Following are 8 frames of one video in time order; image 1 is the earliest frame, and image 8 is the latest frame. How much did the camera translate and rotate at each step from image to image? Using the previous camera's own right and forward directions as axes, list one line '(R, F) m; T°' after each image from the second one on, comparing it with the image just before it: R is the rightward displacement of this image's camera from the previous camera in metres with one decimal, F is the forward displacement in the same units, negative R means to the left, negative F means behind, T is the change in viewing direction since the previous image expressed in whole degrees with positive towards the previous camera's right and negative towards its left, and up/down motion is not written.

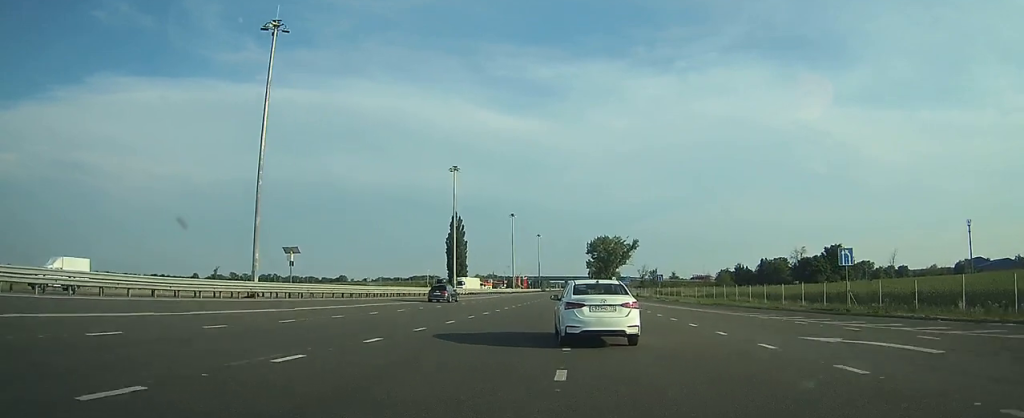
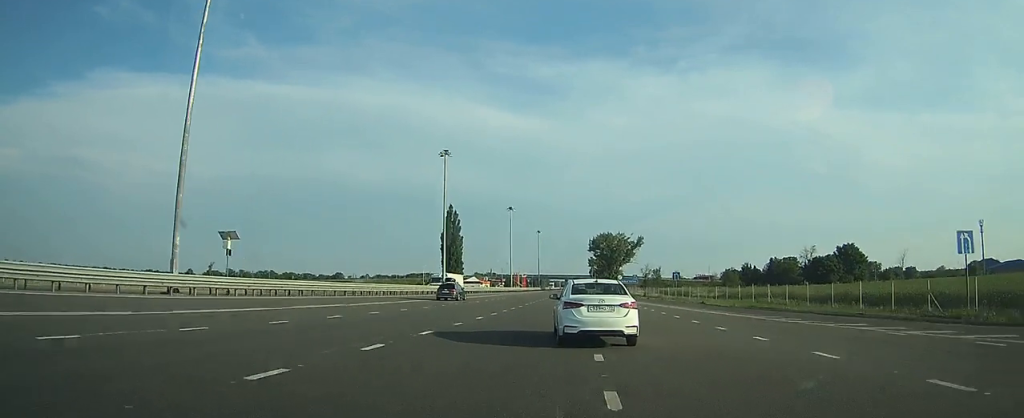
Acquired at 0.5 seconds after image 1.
(-0.2, +9.8) m; -1°
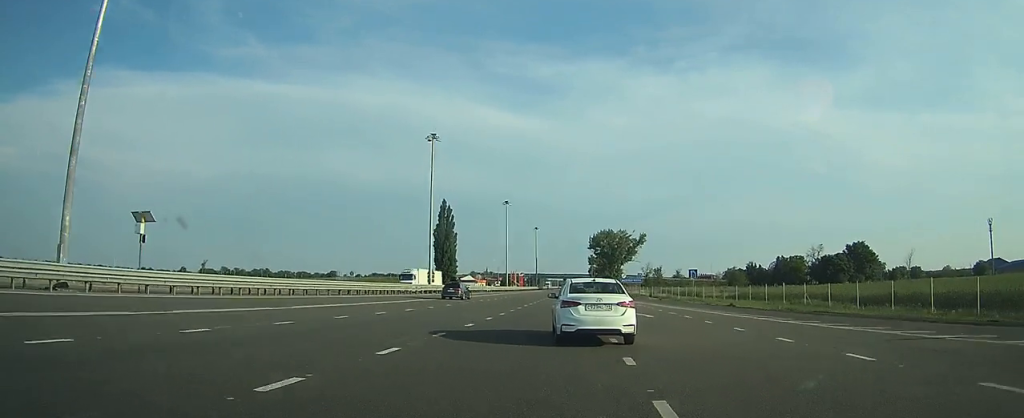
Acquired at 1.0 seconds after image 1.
(0.0, +8.7) m; 0°
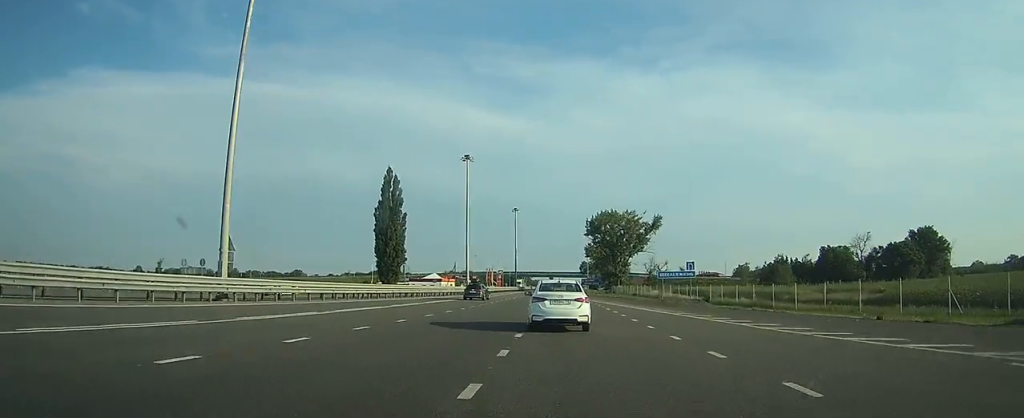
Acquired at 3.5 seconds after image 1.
(0.0, +47.7) m; 0°
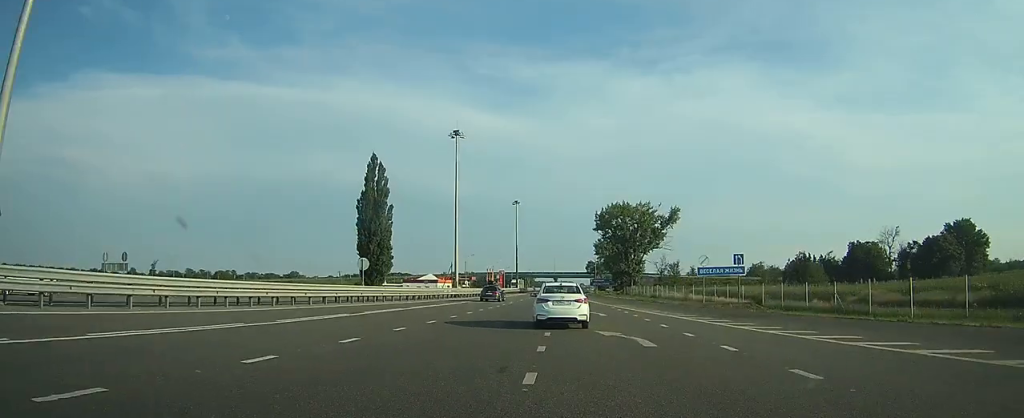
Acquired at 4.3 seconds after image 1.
(+0.1, +14.8) m; 0°
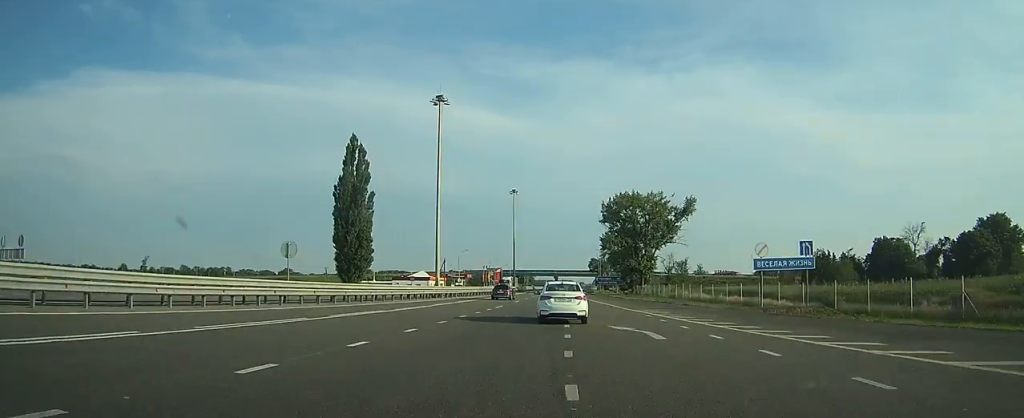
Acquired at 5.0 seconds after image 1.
(0.0, +13.0) m; 0°
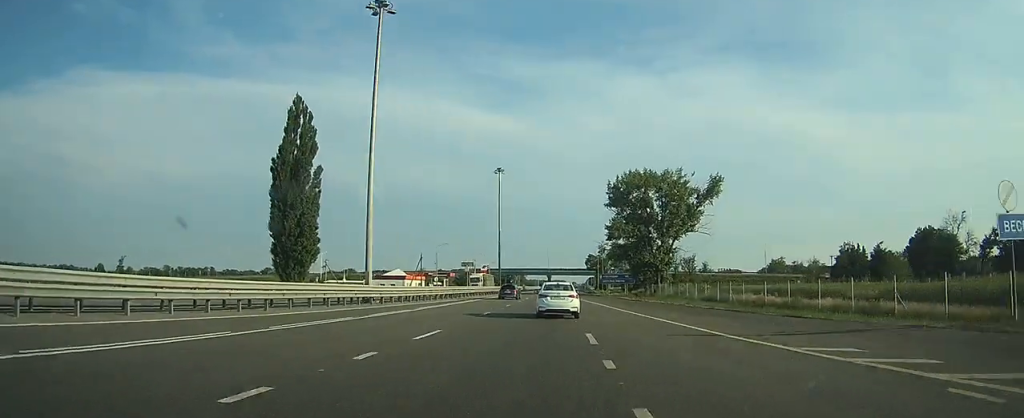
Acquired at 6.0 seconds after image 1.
(0.0, +21.1) m; 0°
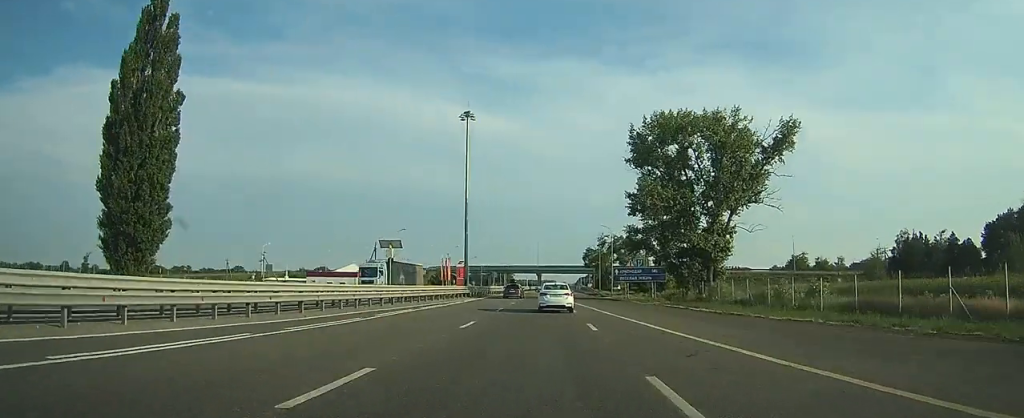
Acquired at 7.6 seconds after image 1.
(0.0, +30.9) m; +1°
